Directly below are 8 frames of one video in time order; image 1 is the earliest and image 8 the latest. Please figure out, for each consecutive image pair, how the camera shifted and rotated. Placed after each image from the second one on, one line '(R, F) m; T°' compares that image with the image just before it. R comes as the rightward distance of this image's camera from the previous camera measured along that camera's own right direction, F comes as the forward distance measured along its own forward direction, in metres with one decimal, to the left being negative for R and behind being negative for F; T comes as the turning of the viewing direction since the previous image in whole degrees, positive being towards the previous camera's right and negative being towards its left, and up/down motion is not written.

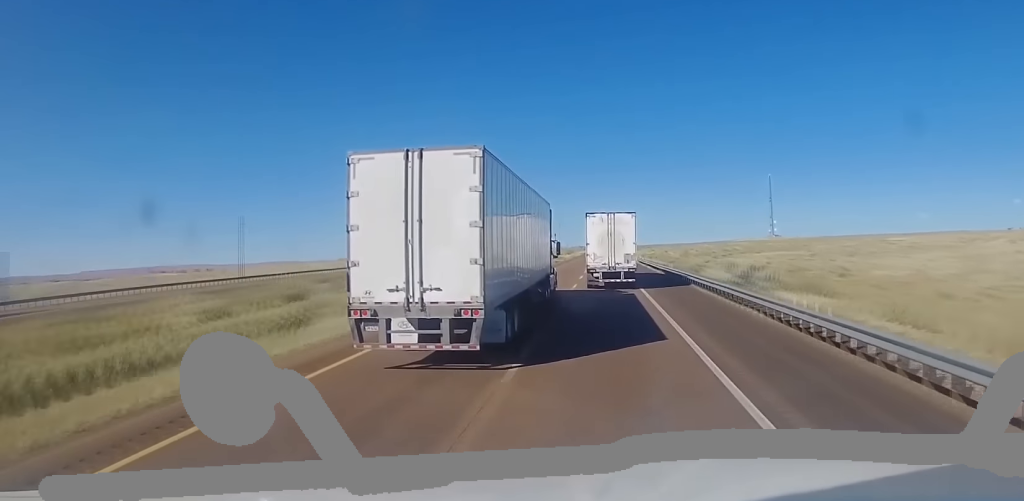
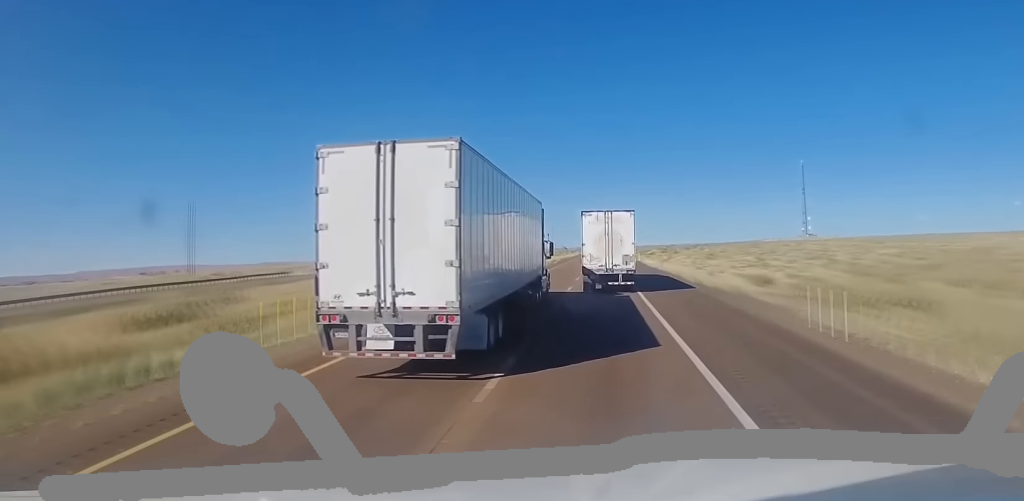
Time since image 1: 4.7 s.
(+0.2, +135.9) m; 0°
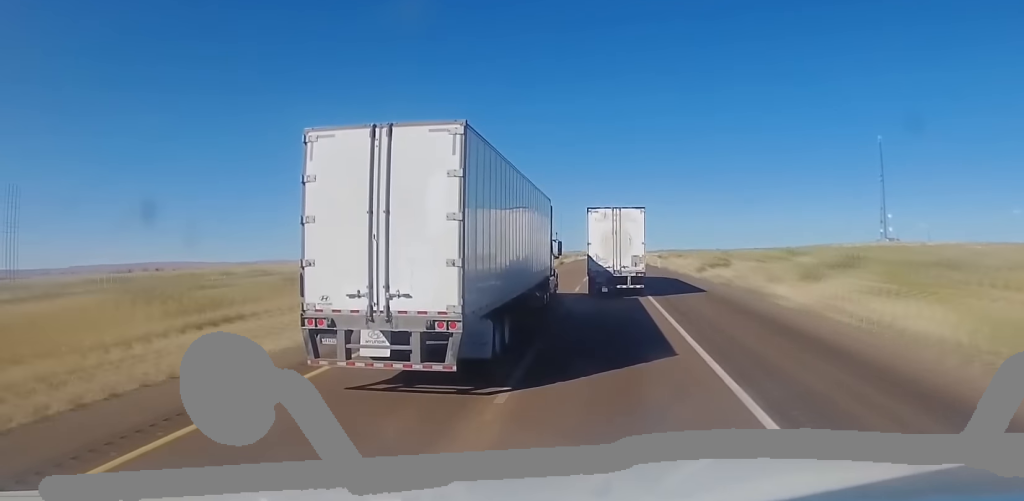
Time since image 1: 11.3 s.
(+0.6, +198.7) m; +1°
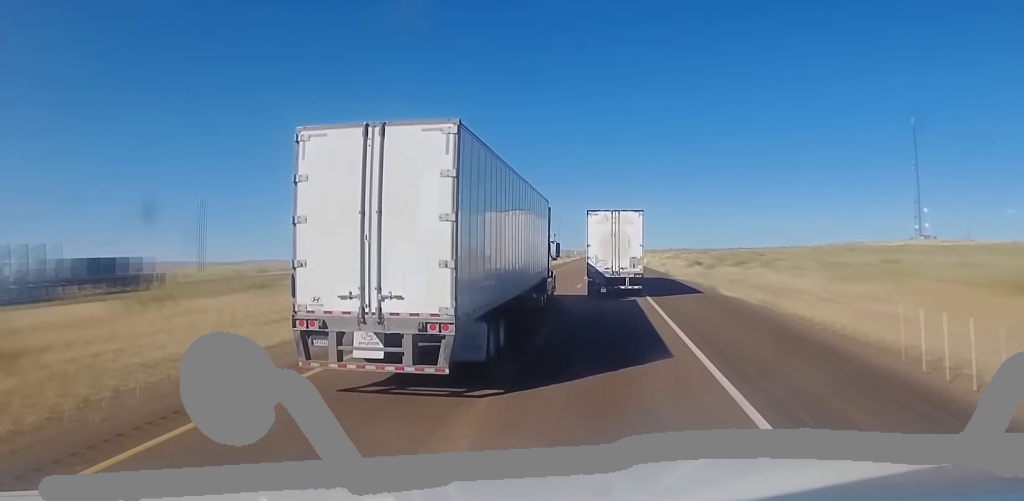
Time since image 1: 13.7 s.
(+0.8, +82.5) m; 0°
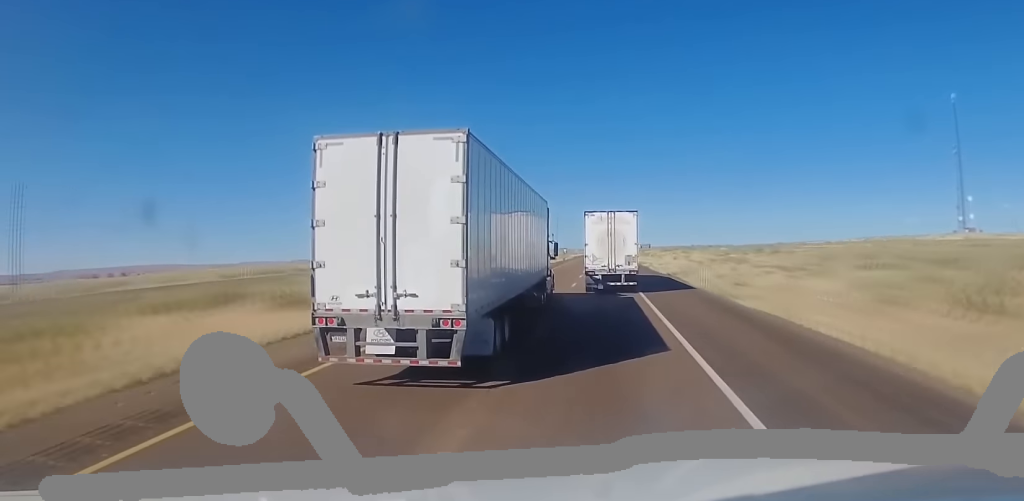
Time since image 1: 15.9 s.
(+0.3, +66.0) m; 0°
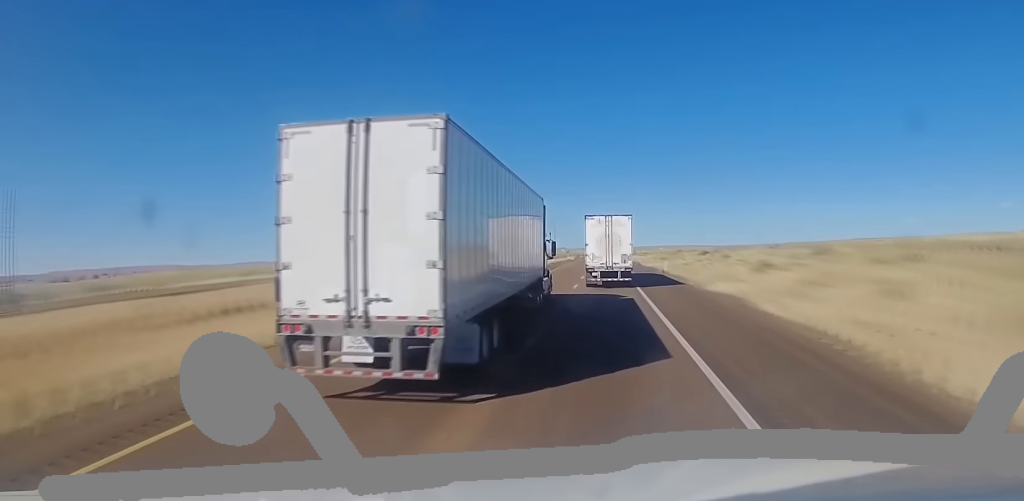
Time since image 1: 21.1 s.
(+0.2, +110.6) m; 0°
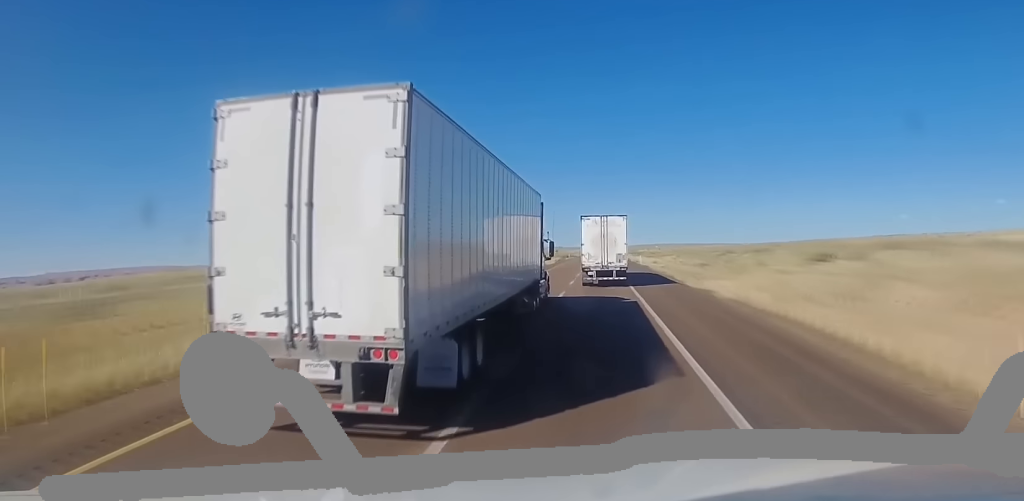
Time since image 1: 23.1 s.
(-0.1, +42.7) m; 0°
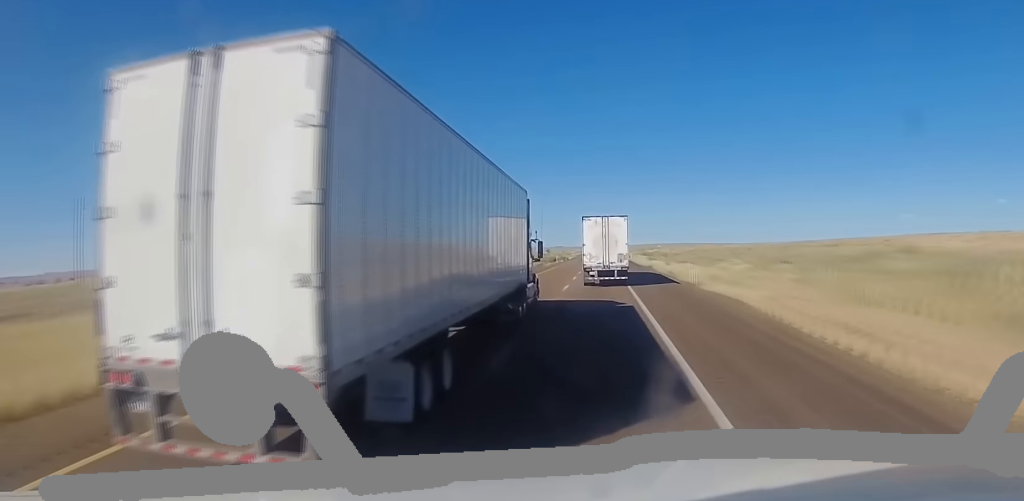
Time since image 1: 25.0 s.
(0.0, +63.2) m; 0°
